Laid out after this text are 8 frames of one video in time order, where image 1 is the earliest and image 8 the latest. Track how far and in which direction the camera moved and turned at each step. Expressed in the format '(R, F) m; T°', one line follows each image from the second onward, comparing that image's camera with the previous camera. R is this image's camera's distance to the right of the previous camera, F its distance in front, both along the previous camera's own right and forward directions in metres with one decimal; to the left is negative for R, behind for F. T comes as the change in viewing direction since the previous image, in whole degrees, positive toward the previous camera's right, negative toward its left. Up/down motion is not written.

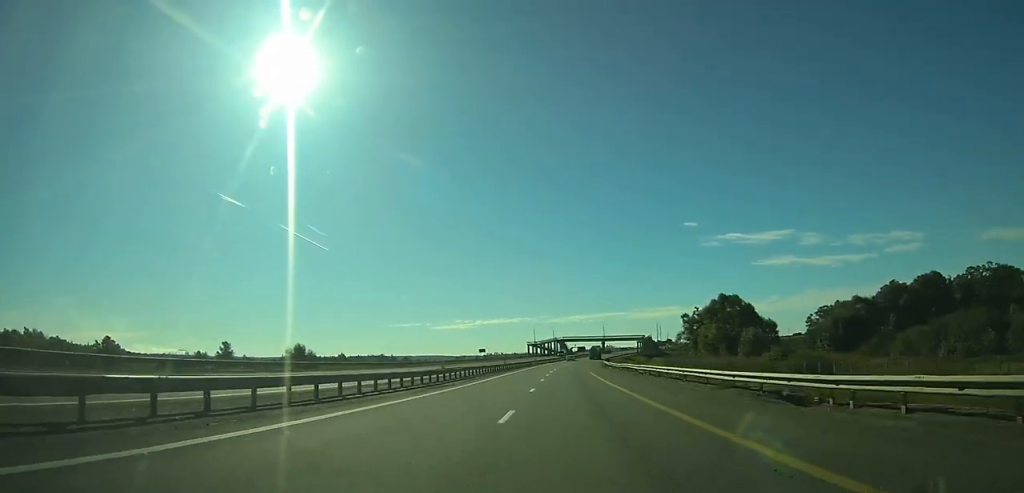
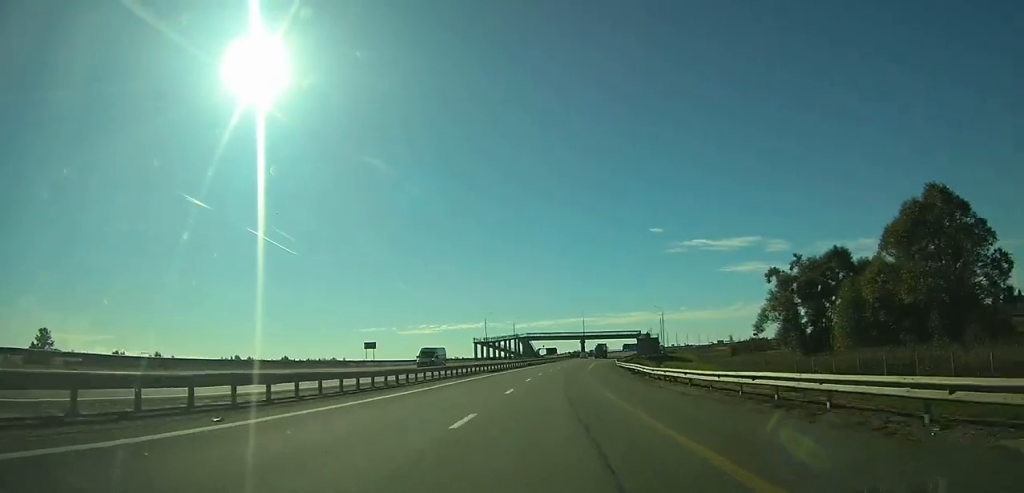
(+2.6, +73.2) m; +4°
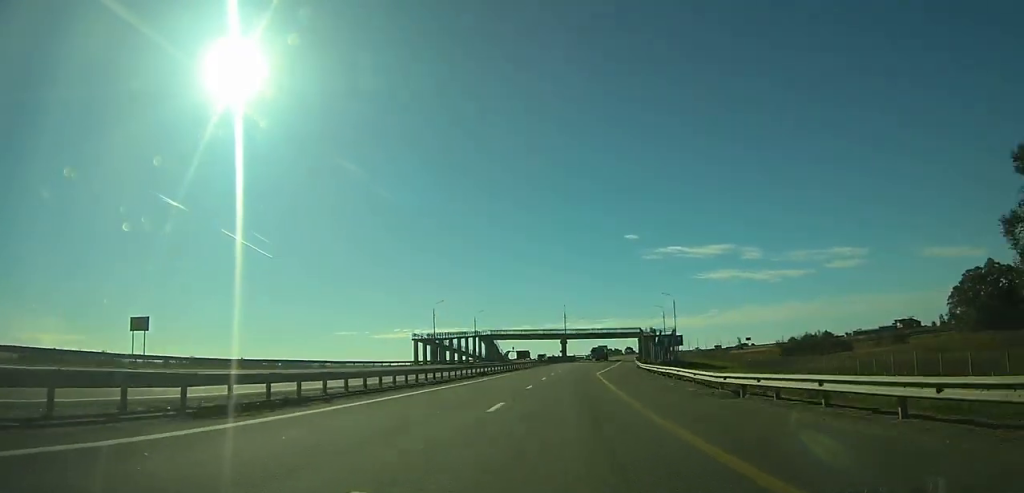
(+0.5, +44.4) m; +3°
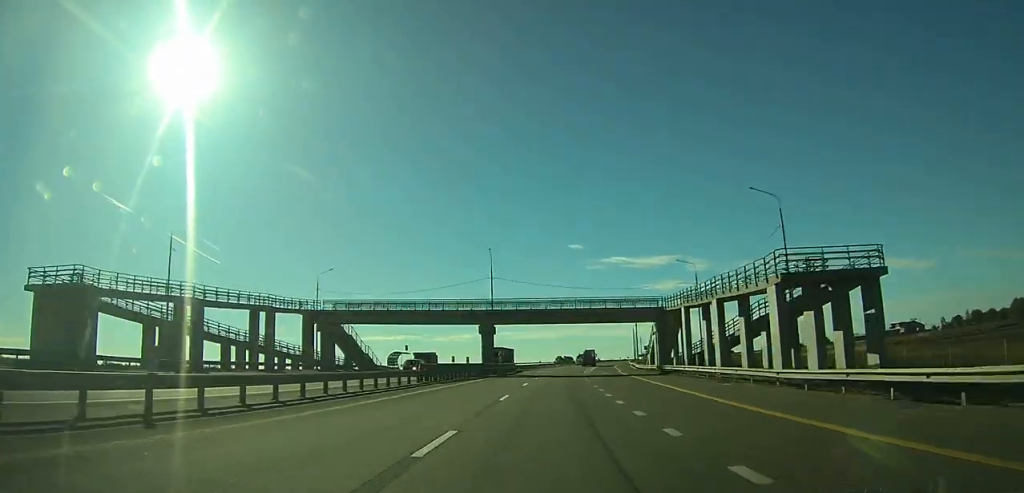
(+3.3, +78.7) m; +4°
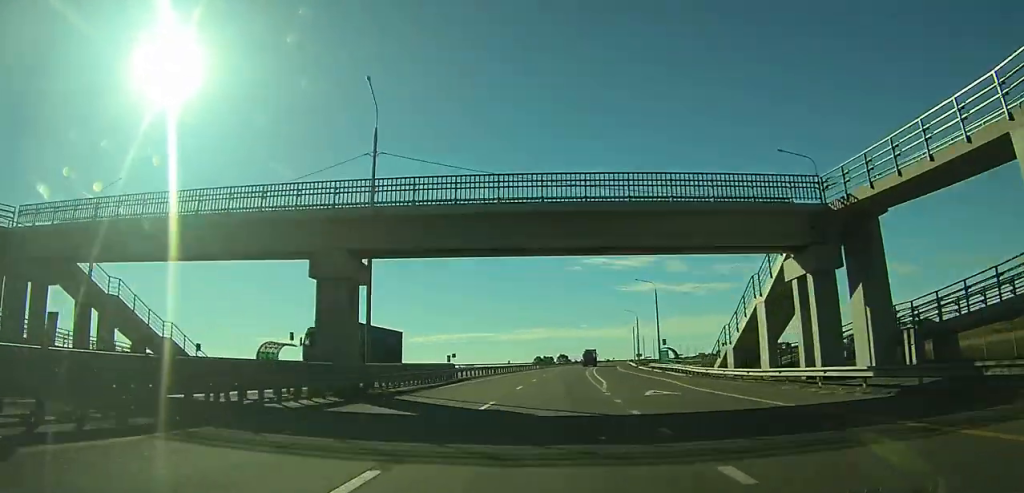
(+0.2, +40.1) m; +2°
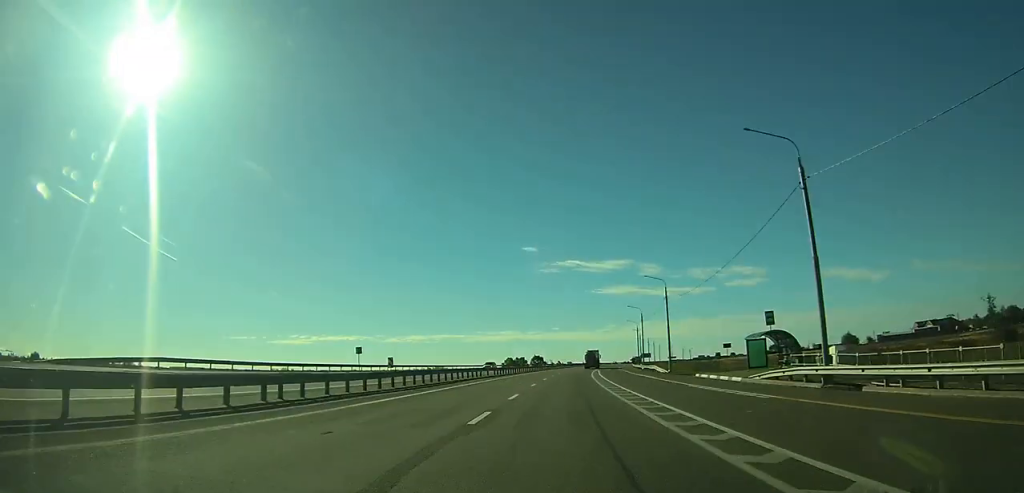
(+1.2, +49.6) m; +3°
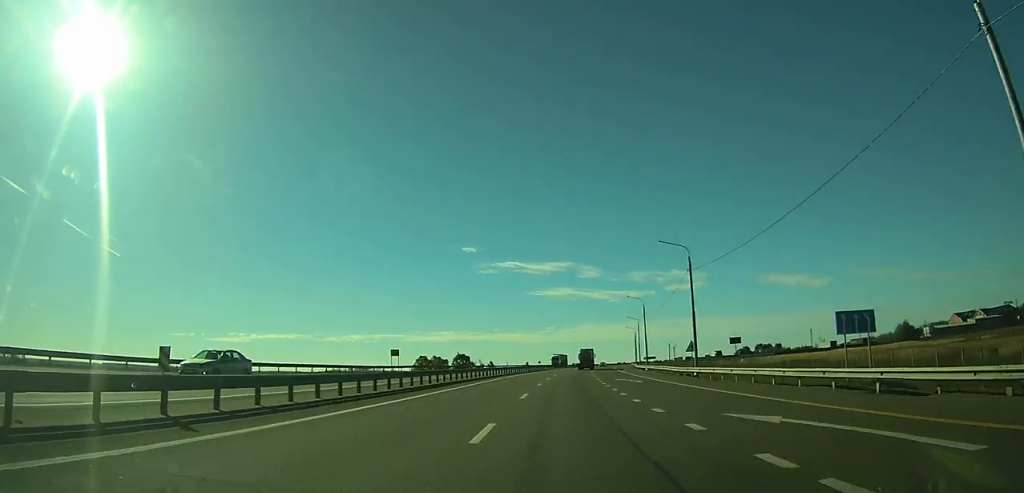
(+5.2, +94.7) m; +6°
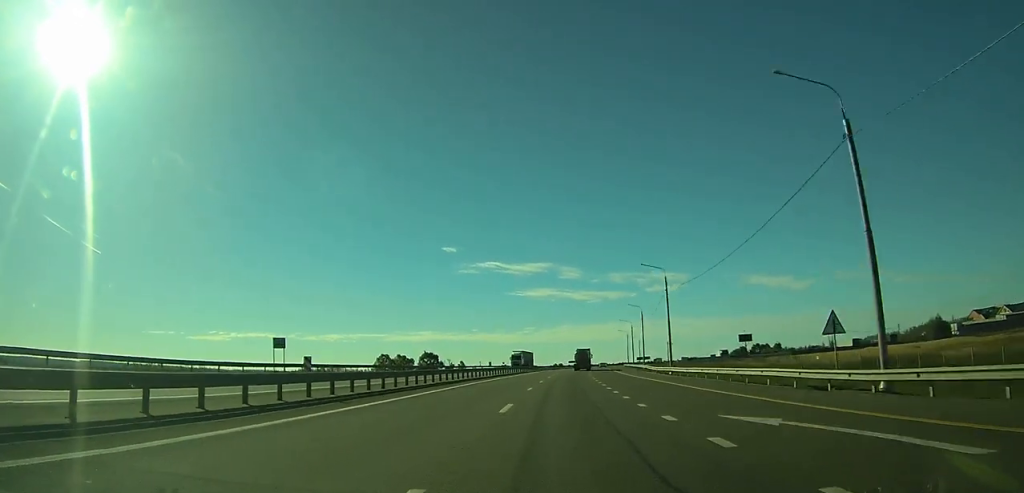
(+0.4, +30.2) m; +2°
